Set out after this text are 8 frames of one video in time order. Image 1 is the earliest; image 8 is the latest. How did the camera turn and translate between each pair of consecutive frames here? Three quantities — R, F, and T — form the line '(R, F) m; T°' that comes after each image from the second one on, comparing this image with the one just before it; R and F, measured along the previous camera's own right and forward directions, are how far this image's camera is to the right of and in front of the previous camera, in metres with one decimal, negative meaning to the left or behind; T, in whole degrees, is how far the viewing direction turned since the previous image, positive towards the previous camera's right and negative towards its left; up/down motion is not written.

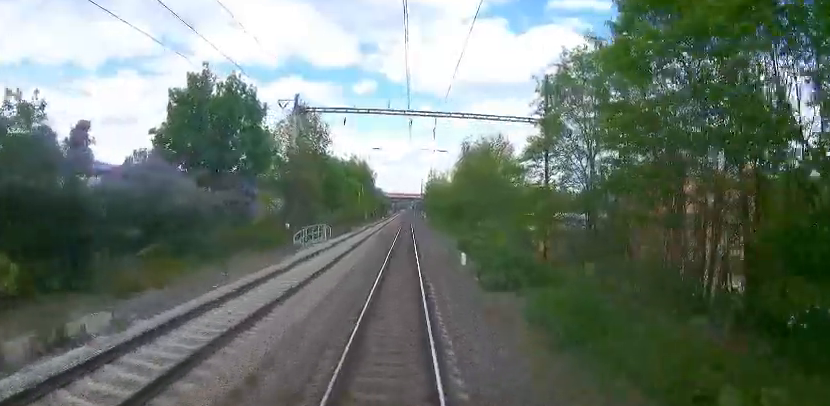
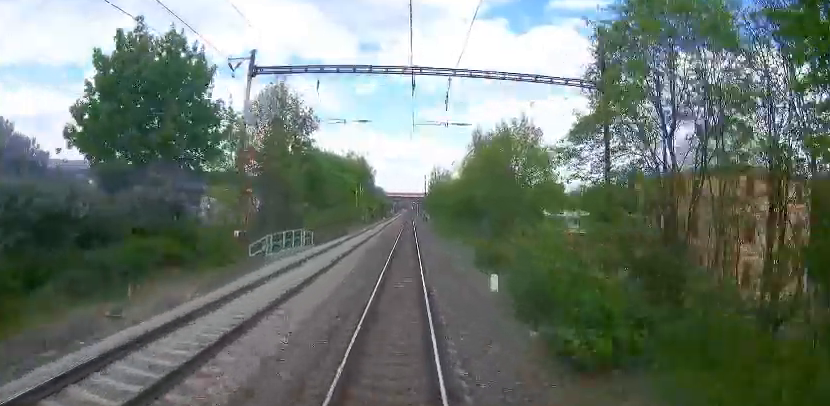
(-0.1, +8.3) m; 0°
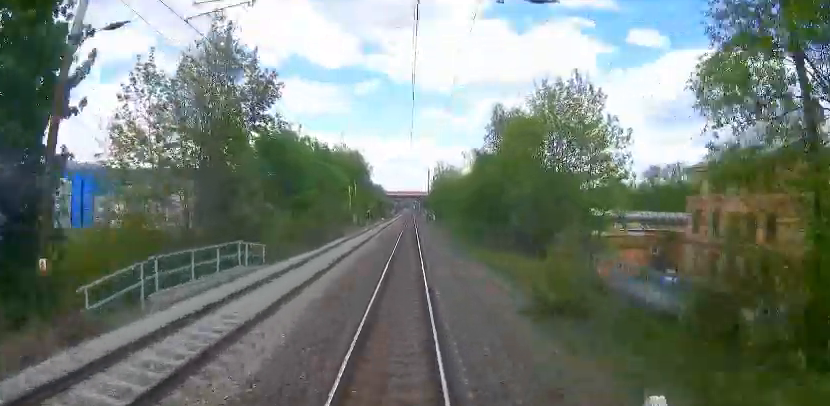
(-0.1, +11.1) m; 0°
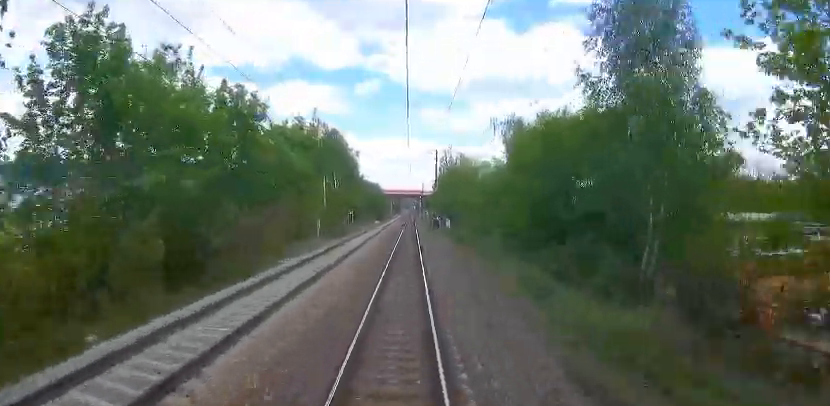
(-0.1, +21.6) m; -1°
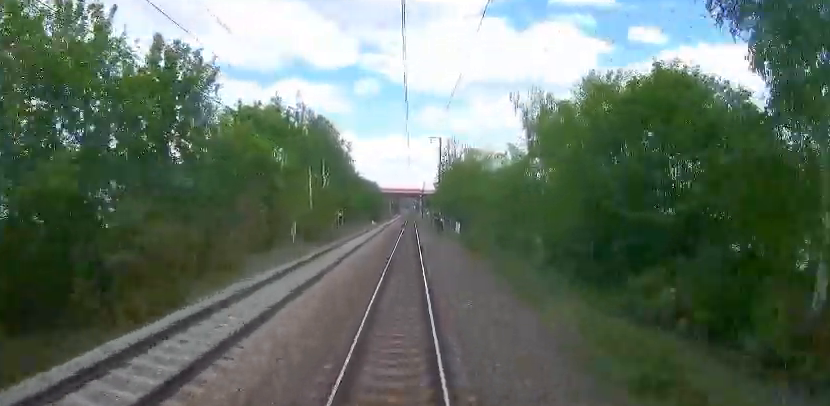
(-0.2, +7.5) m; 0°
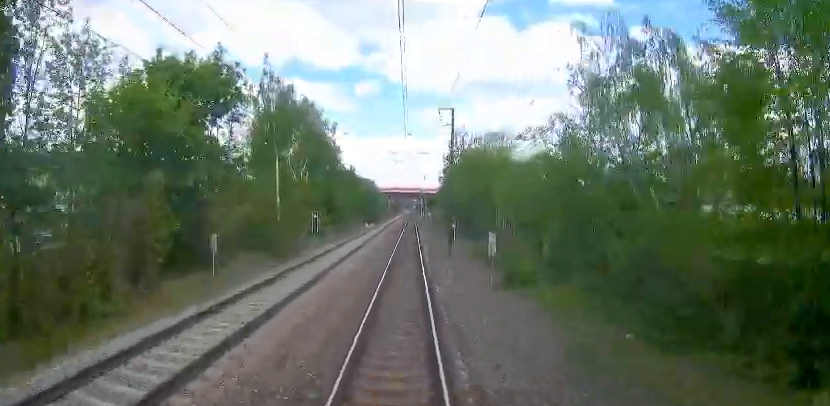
(+0.1, +11.5) m; +1°
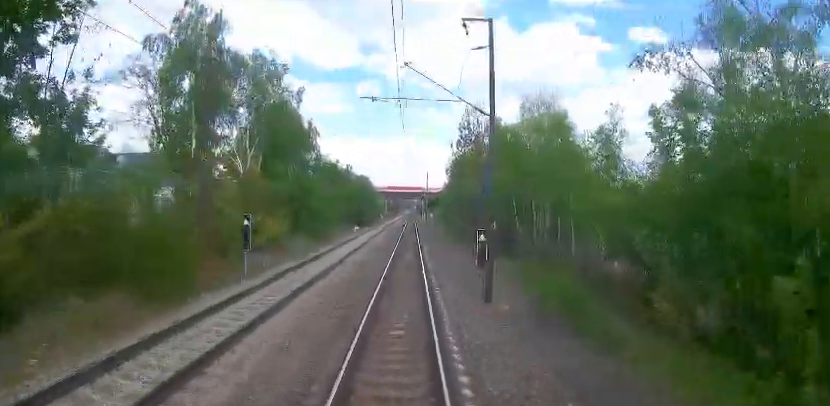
(+0.2, +13.9) m; +1°
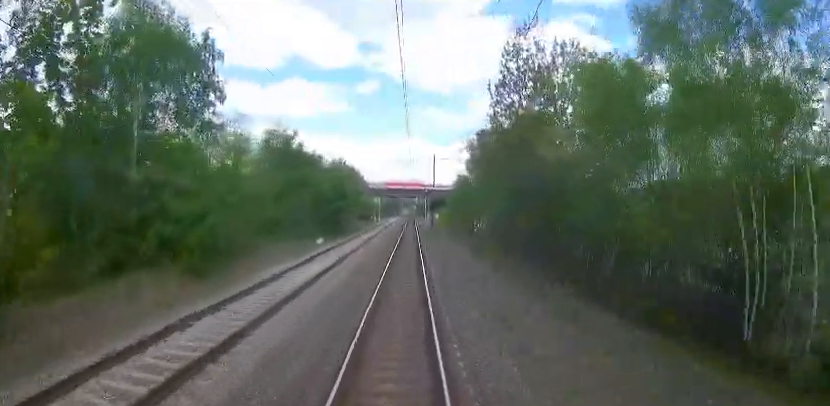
(0.0, +23.1) m; -2°
